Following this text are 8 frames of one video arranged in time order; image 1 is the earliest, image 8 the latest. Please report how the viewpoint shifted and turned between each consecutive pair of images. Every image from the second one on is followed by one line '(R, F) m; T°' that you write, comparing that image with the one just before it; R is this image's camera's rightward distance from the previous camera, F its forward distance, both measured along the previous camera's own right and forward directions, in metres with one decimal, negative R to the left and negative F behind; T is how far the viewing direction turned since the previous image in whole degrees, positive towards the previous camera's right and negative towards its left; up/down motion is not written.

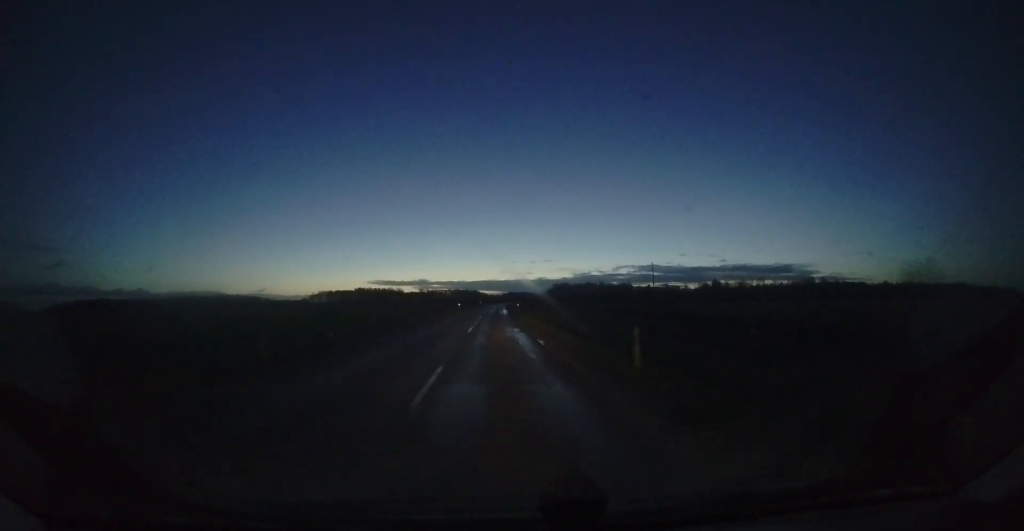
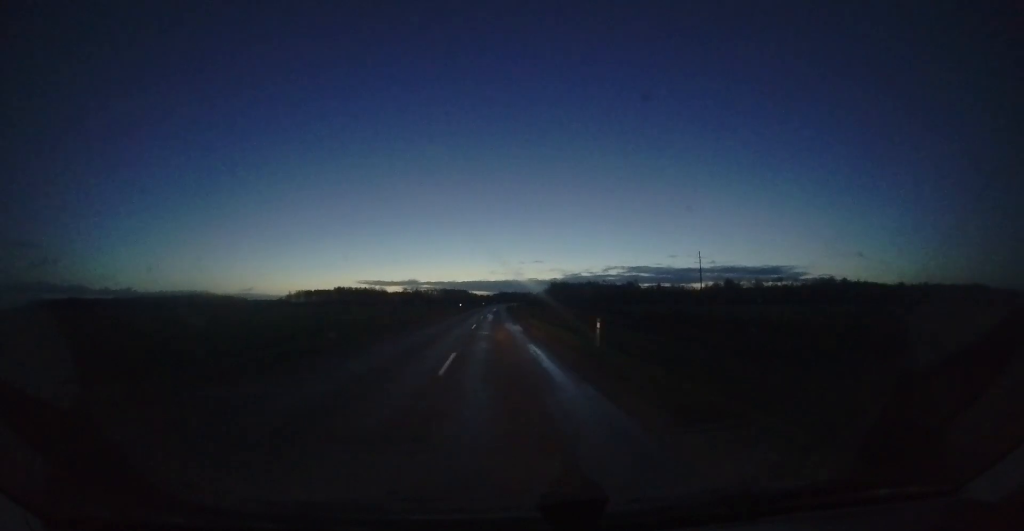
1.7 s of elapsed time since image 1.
(+0.8, +46.2) m; +1°
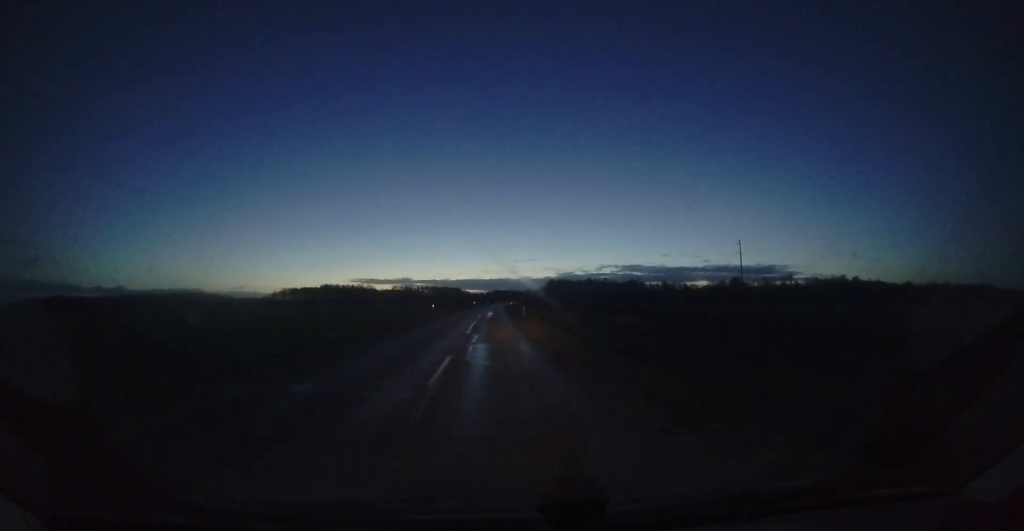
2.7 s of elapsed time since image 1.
(-0.5, +25.1) m; 0°
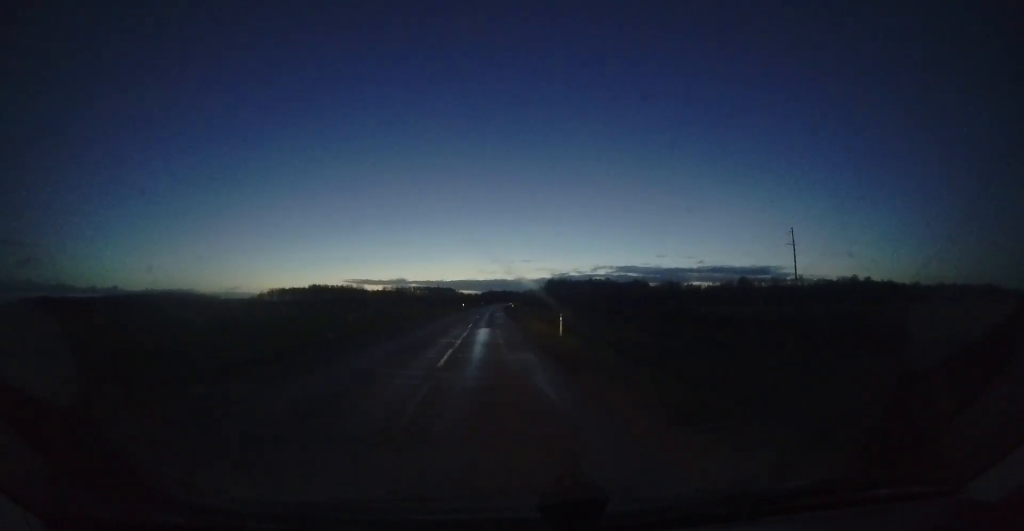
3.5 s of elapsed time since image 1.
(+0.4, +22.5) m; +3°
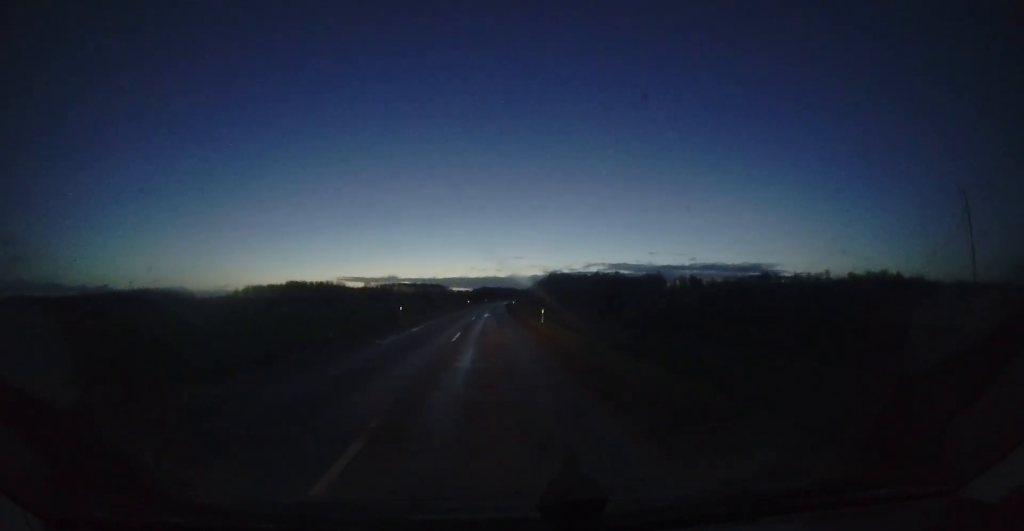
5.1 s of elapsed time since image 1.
(+2.0, +44.0) m; +3°
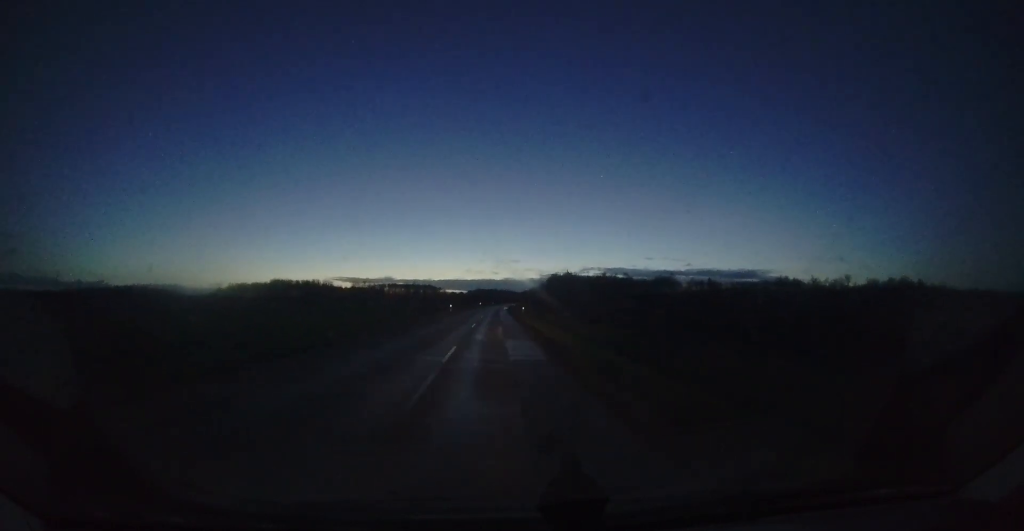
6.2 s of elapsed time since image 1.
(-0.2, +27.8) m; 0°
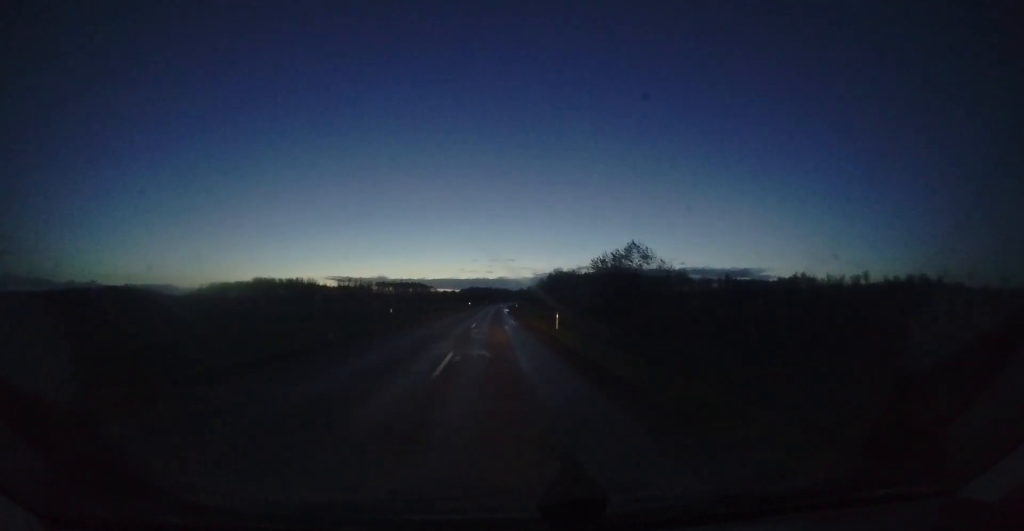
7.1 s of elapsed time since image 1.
(-0.1, +25.9) m; +1°
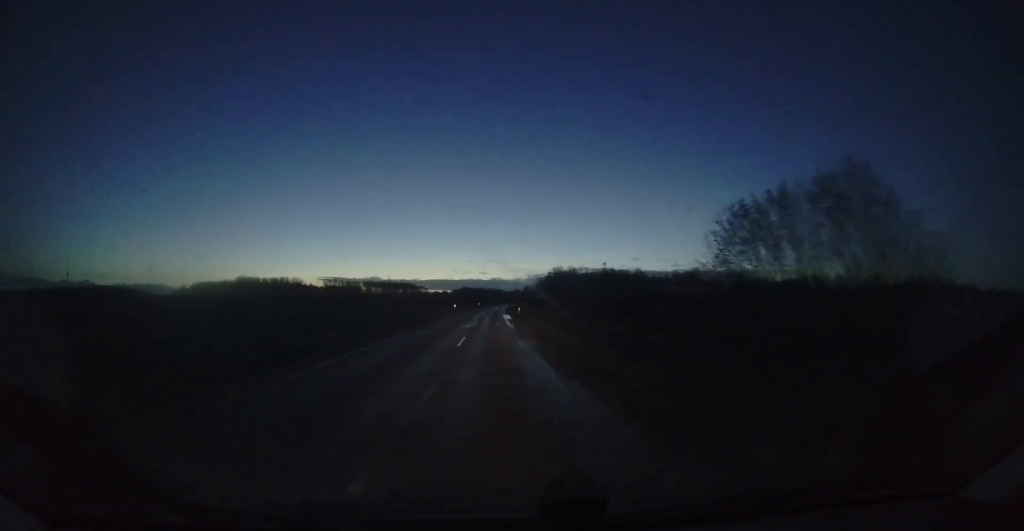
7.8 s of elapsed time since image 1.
(+0.3, +18.7) m; +2°
